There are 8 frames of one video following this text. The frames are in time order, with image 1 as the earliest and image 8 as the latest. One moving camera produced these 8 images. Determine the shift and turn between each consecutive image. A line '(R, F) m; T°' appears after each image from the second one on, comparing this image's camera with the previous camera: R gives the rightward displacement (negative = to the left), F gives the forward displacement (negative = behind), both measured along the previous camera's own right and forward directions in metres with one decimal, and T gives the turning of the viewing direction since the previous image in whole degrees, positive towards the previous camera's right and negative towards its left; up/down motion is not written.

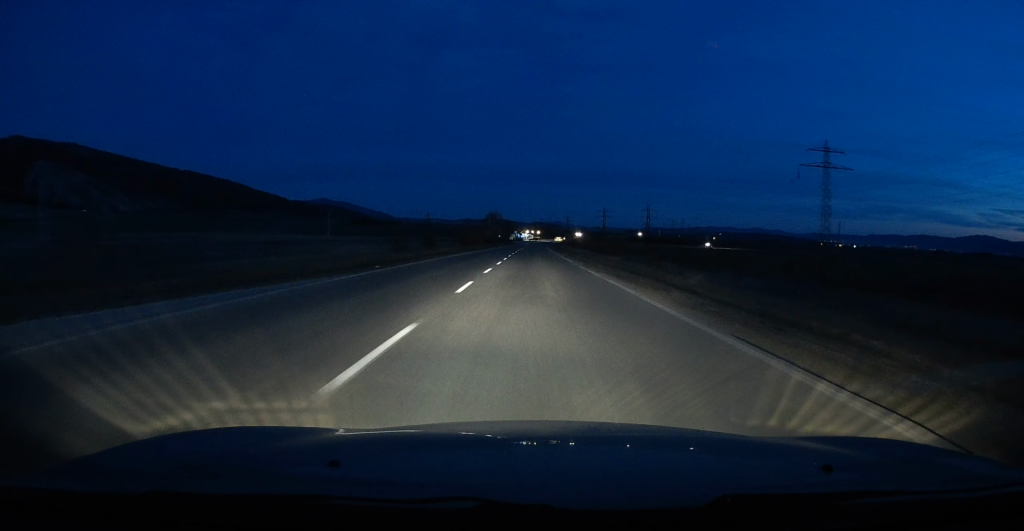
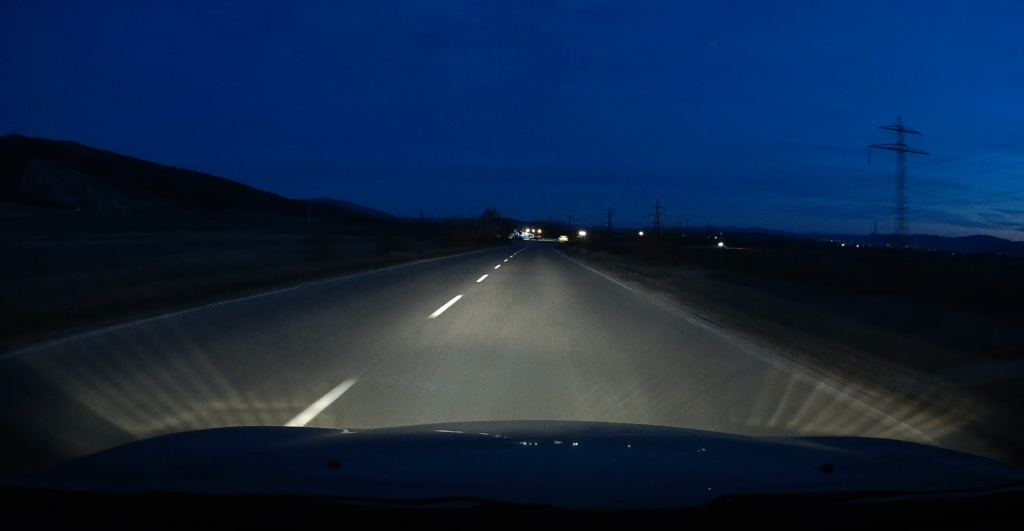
(-0.1, +19.1) m; 0°
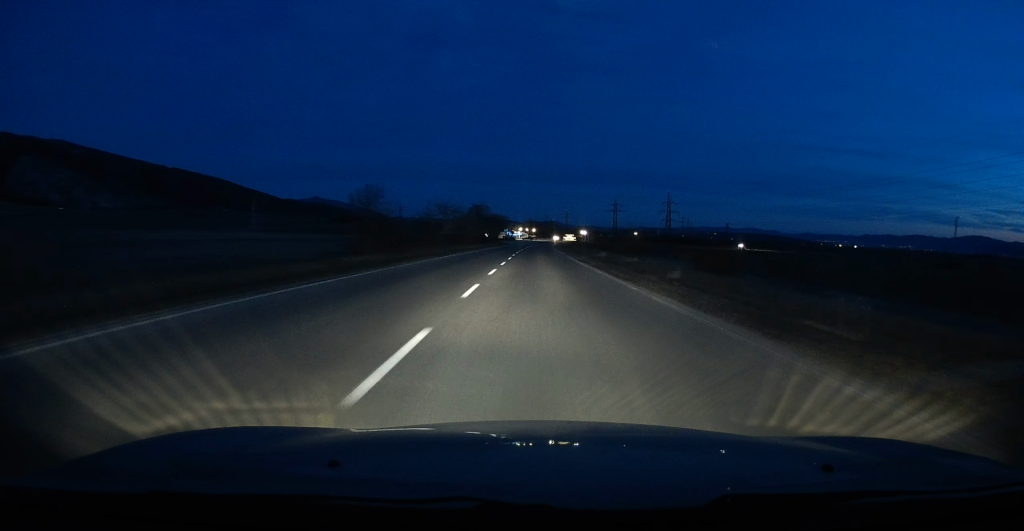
(+0.4, +35.2) m; 0°
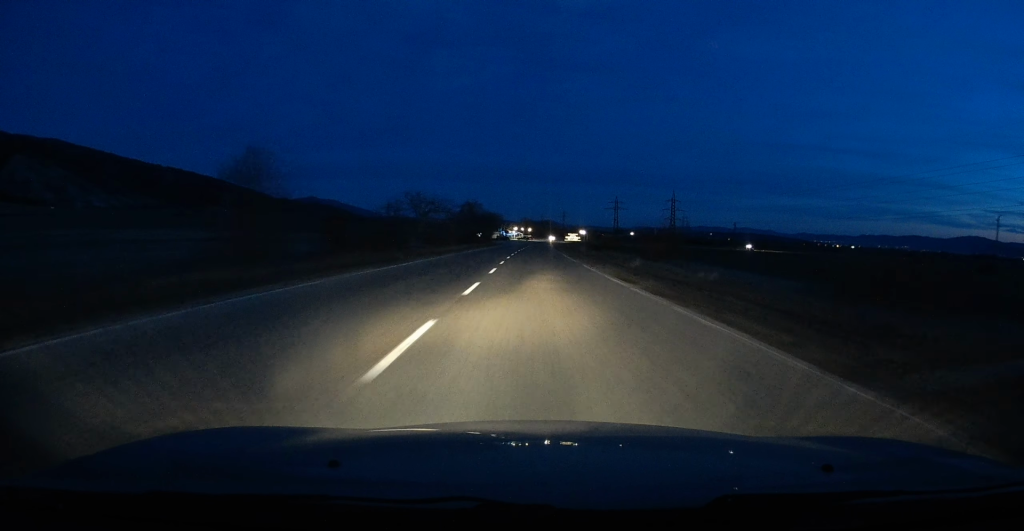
(0.0, +14.4) m; 0°
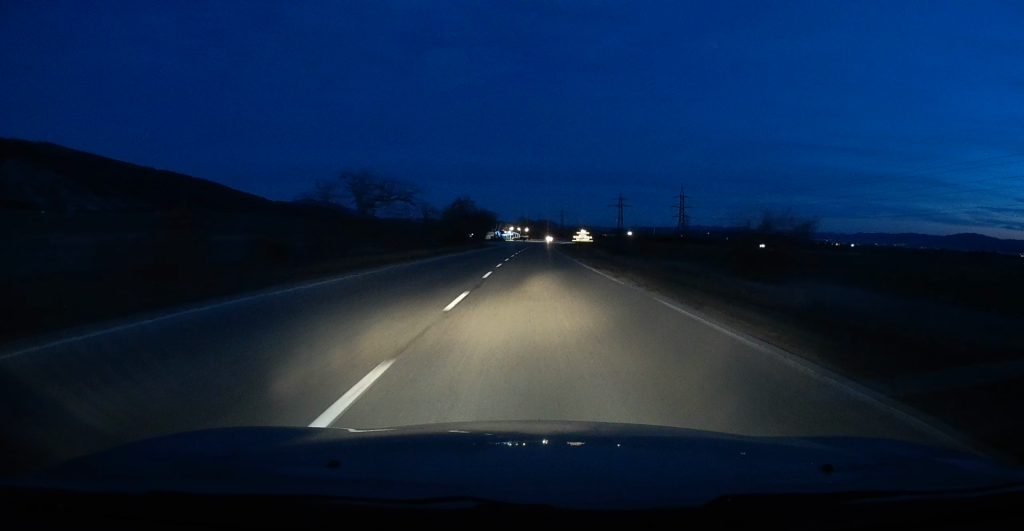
(-0.1, +17.7) m; +1°
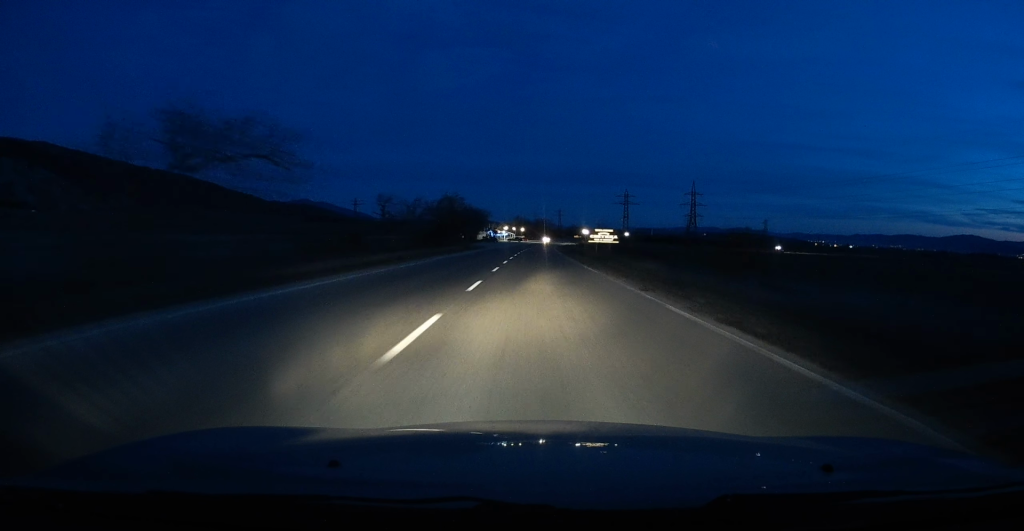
(+0.3, +19.5) m; 0°
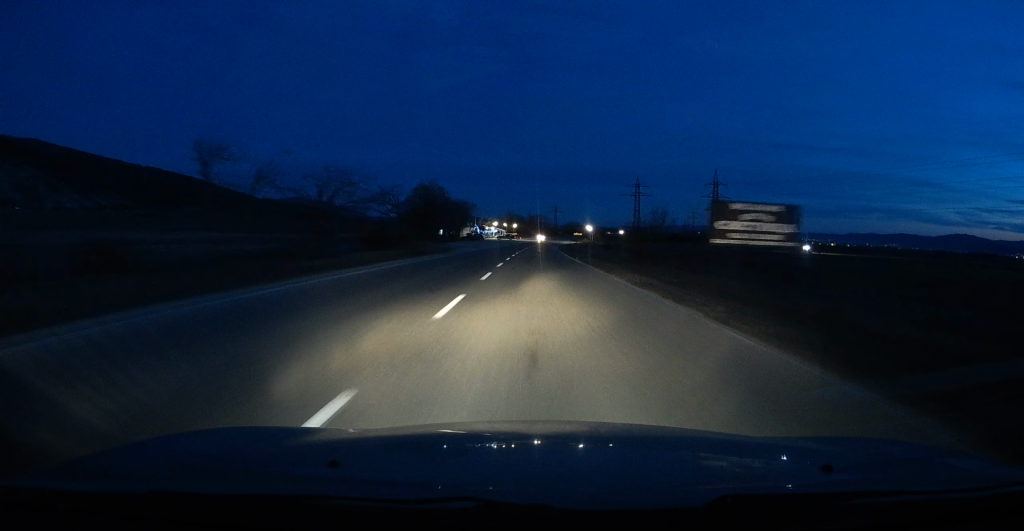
(-0.2, +29.1) m; +1°
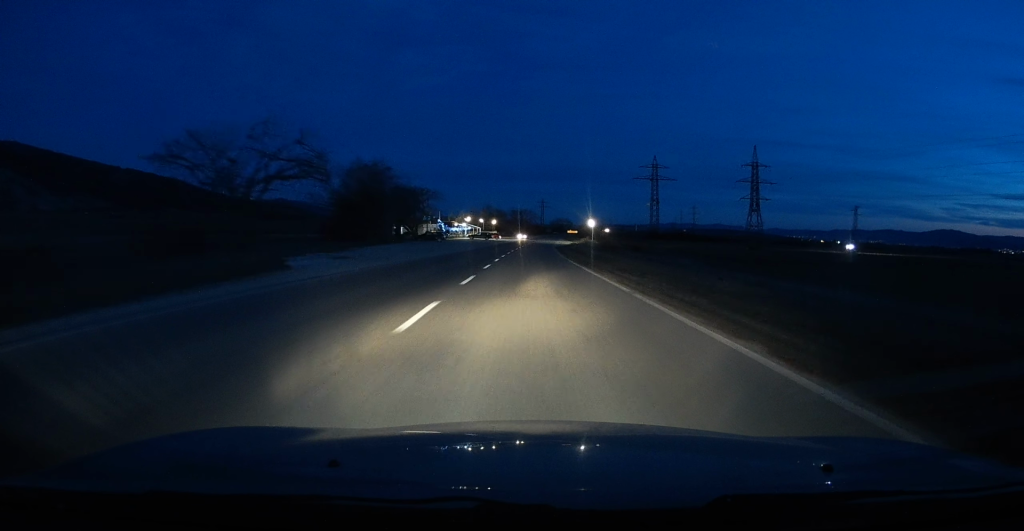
(+0.3, +40.0) m; +1°
